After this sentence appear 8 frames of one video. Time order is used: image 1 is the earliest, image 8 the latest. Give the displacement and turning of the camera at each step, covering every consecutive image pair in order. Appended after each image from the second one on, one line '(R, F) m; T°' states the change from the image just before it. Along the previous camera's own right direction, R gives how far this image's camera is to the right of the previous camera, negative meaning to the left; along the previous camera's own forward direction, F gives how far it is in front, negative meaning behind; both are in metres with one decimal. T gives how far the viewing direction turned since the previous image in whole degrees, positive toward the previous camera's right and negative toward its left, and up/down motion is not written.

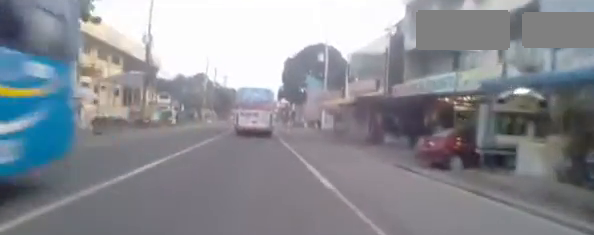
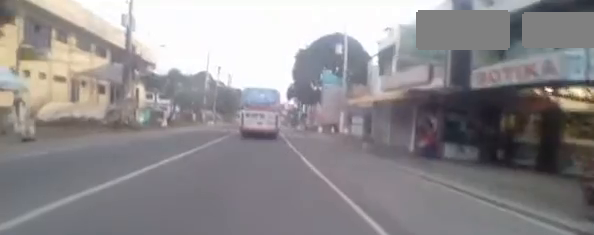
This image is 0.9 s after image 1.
(0.0, +7.7) m; +1°
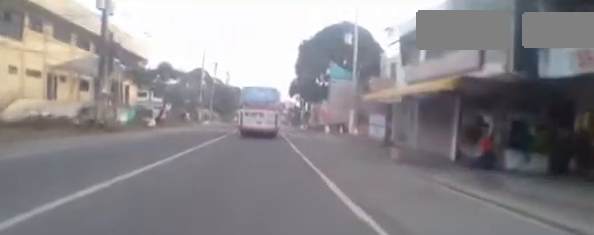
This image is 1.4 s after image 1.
(0.0, +4.3) m; +1°
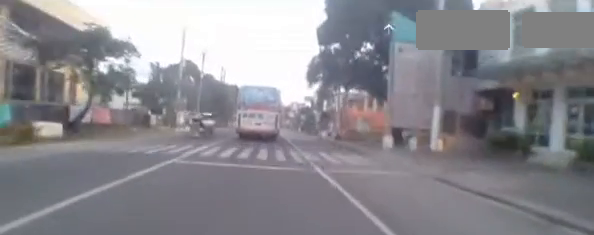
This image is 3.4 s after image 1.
(-0.1, +16.6) m; -6°
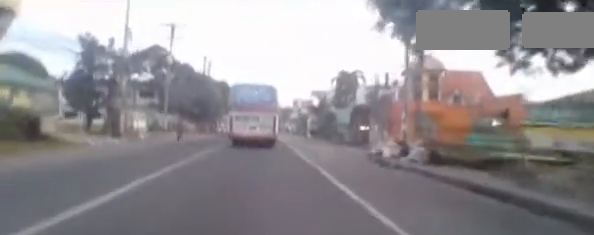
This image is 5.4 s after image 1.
(-0.9, +16.3) m; +1°
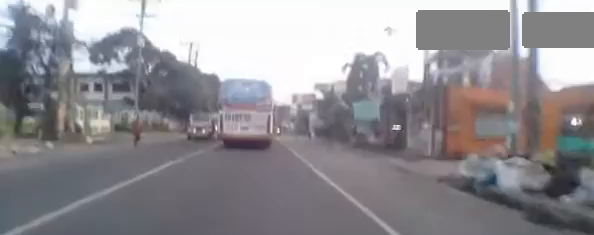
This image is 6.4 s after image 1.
(+0.5, +7.9) m; +3°
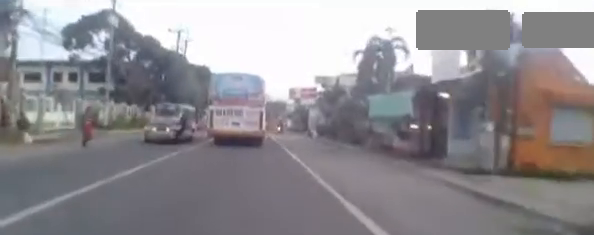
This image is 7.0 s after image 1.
(-0.1, +4.4) m; -1°
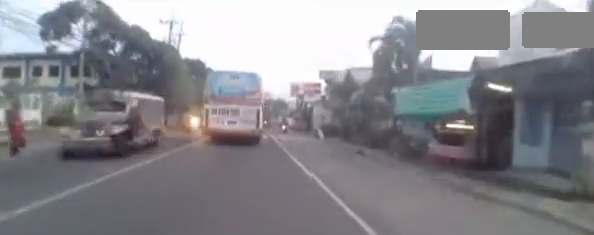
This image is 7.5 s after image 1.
(0.0, +4.0) m; 0°
